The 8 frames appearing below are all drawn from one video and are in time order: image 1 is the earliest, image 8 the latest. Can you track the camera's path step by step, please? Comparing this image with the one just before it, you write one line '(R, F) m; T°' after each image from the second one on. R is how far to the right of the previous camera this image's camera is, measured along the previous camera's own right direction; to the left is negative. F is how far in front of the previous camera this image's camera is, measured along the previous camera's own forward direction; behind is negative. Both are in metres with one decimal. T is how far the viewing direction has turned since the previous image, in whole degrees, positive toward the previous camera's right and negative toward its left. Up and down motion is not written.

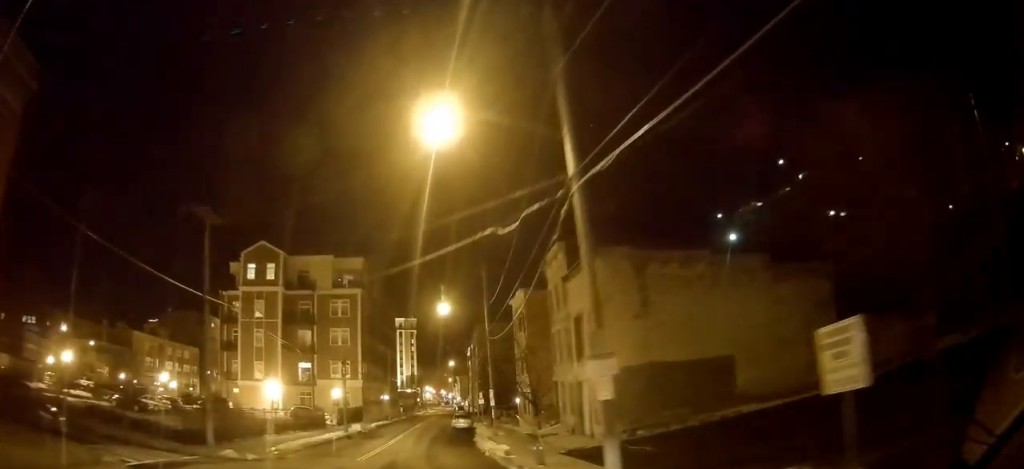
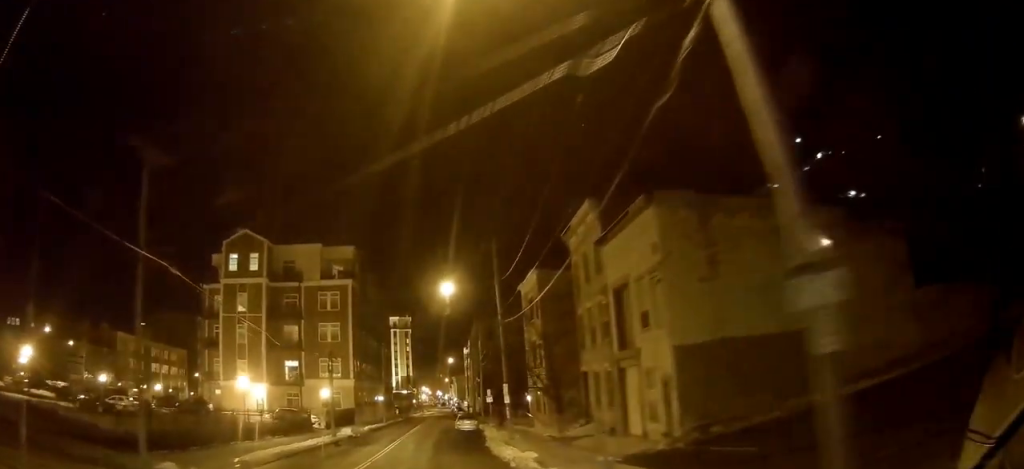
(0.0, +6.5) m; 0°
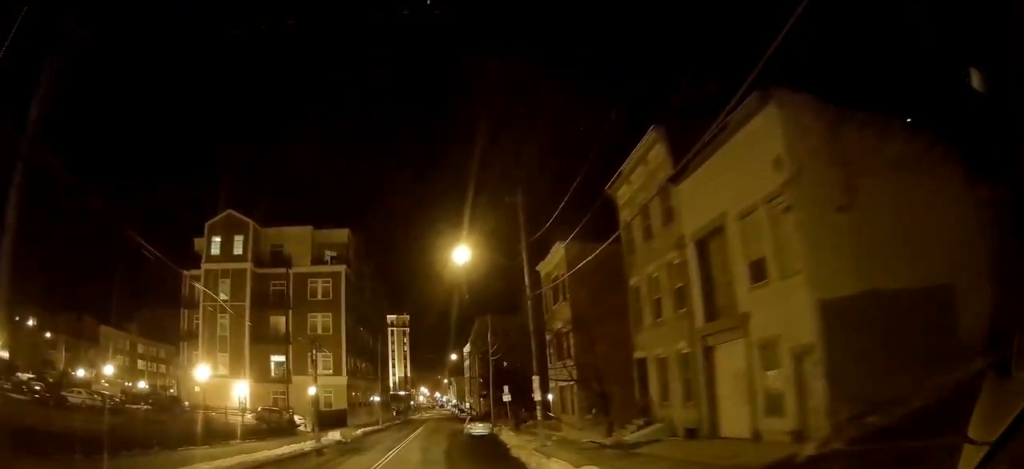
(0.0, +7.2) m; +1°
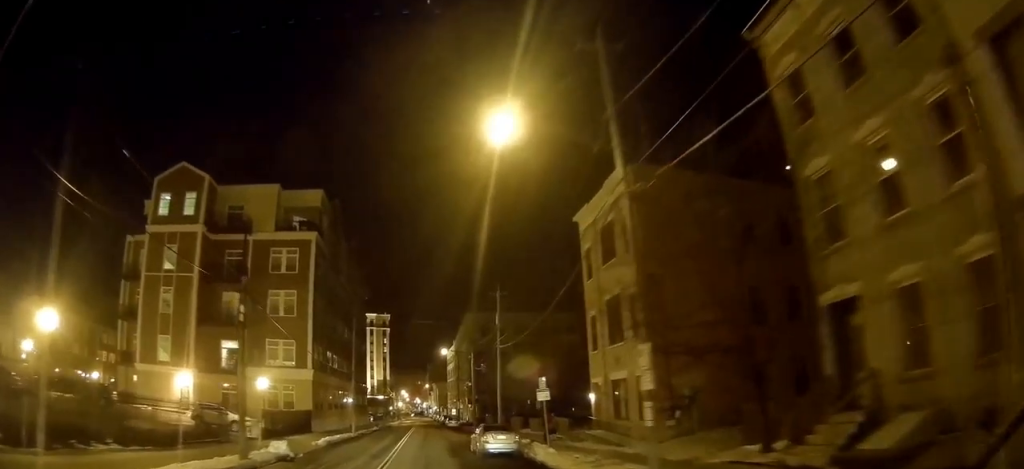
(+0.2, +12.5) m; +2°
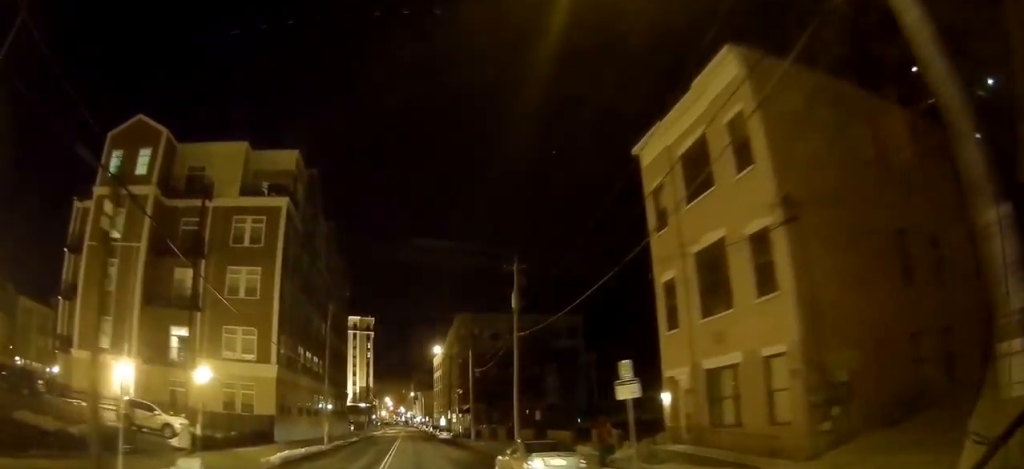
(+0.3, +10.1) m; +1°
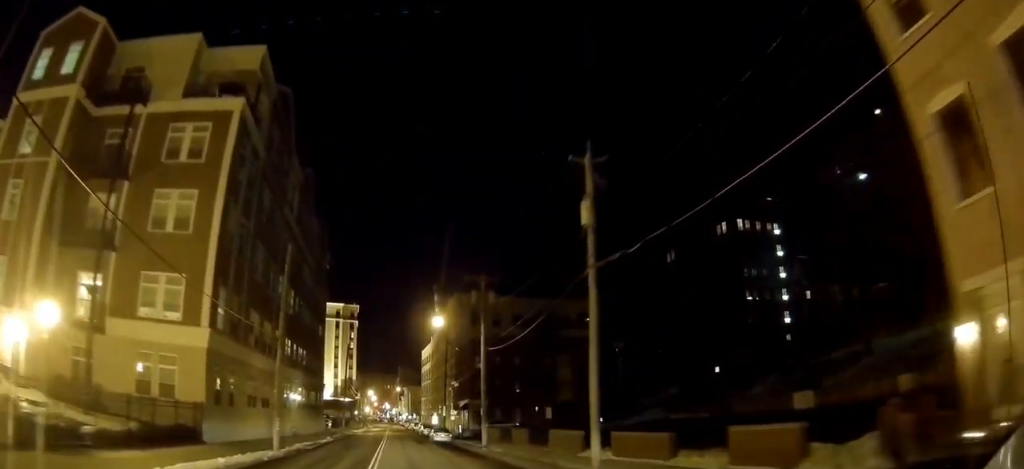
(-0.1, +13.2) m; 0°
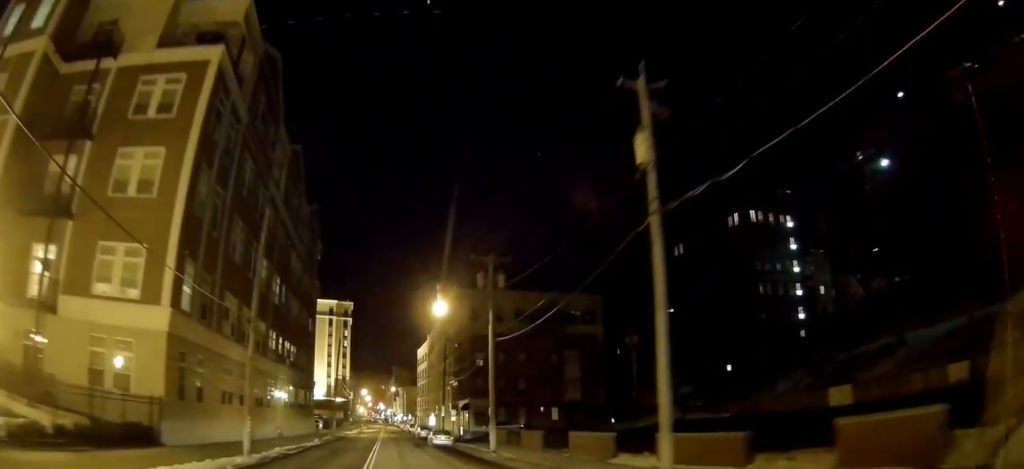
(+0.1, +4.8) m; 0°
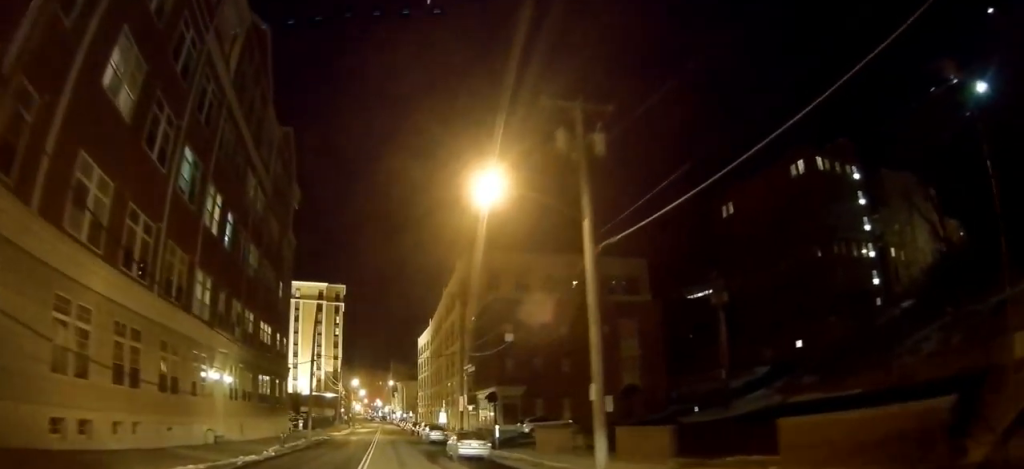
(-0.2, +17.1) m; 0°
